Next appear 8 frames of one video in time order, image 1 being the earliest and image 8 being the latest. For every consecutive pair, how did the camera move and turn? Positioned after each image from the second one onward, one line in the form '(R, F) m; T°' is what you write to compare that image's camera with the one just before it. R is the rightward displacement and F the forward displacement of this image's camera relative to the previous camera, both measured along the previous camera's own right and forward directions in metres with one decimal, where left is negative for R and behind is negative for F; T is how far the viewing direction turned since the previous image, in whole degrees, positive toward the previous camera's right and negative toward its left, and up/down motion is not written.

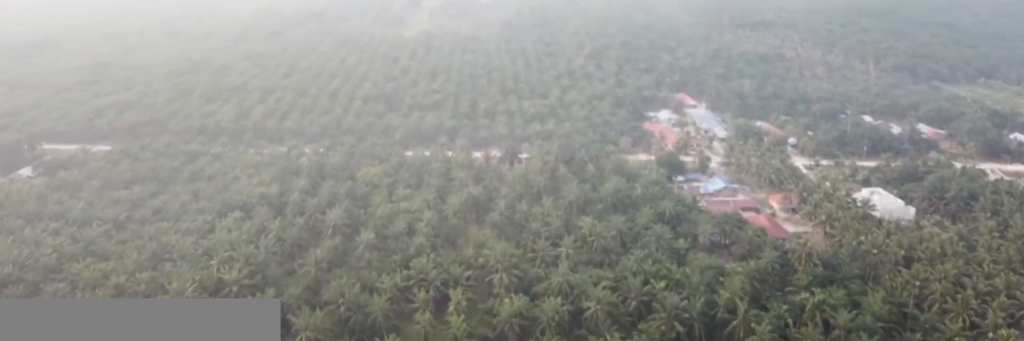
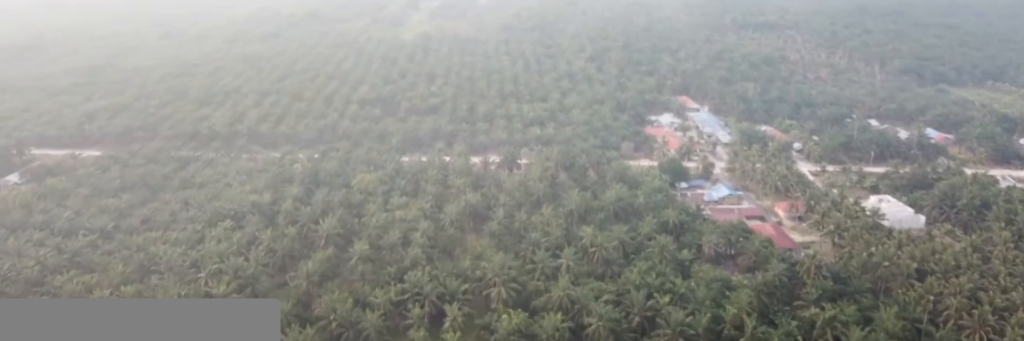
(0.0, +5.5) m; 0°
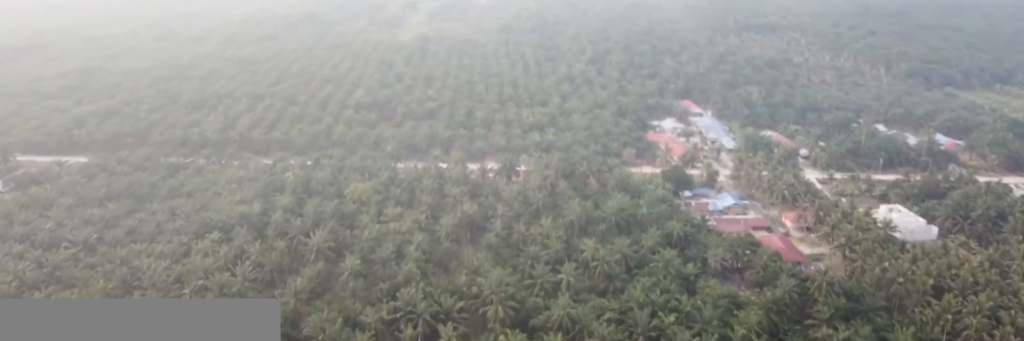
(0.0, +6.3) m; 0°
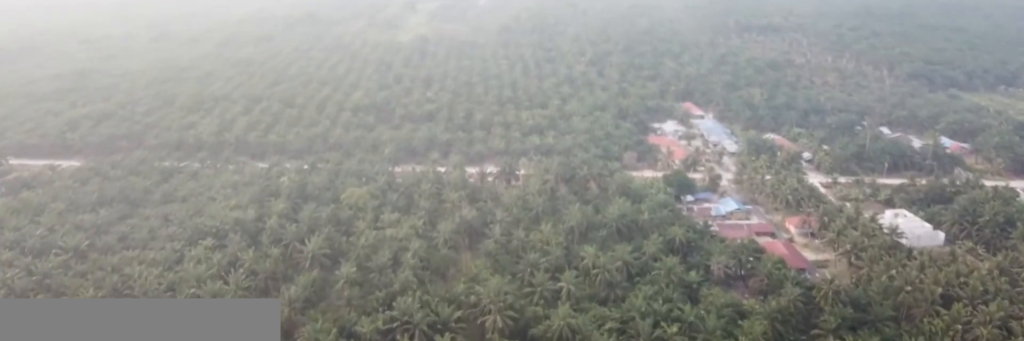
(0.0, +3.4) m; 0°
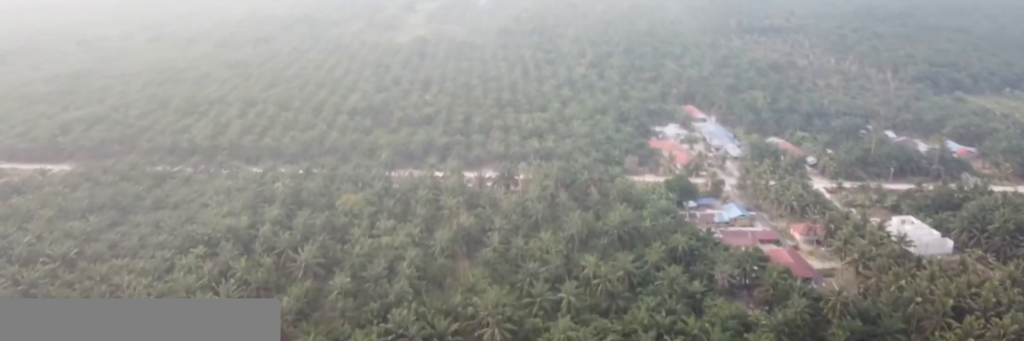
(0.0, +4.1) m; 0°
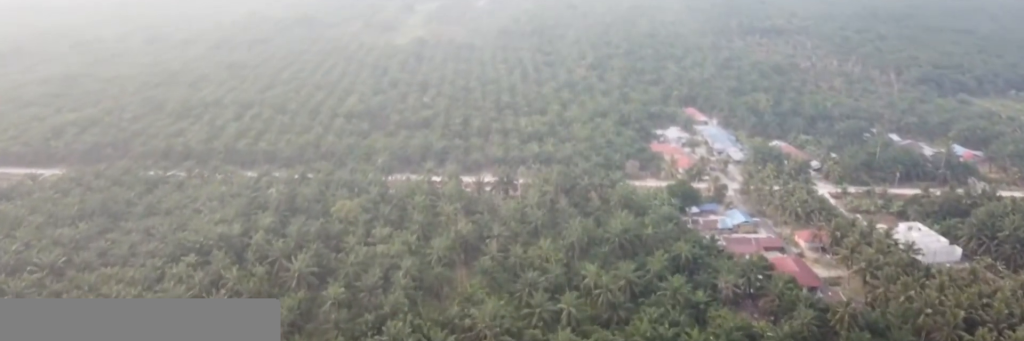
(0.0, +3.6) m; 0°
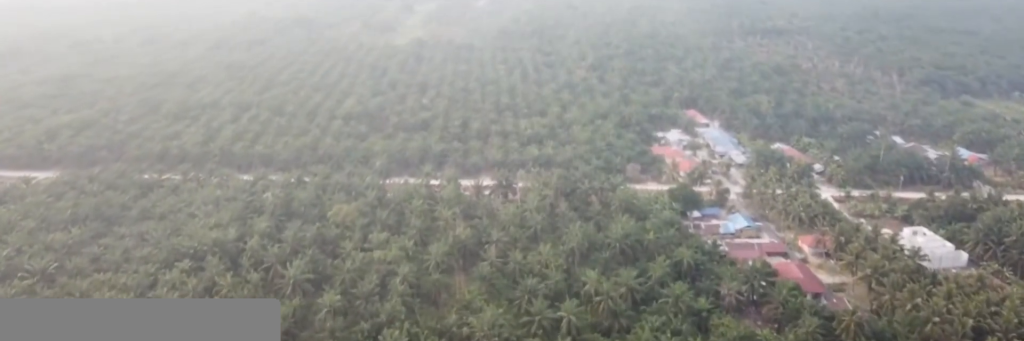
(0.0, +2.7) m; +1°
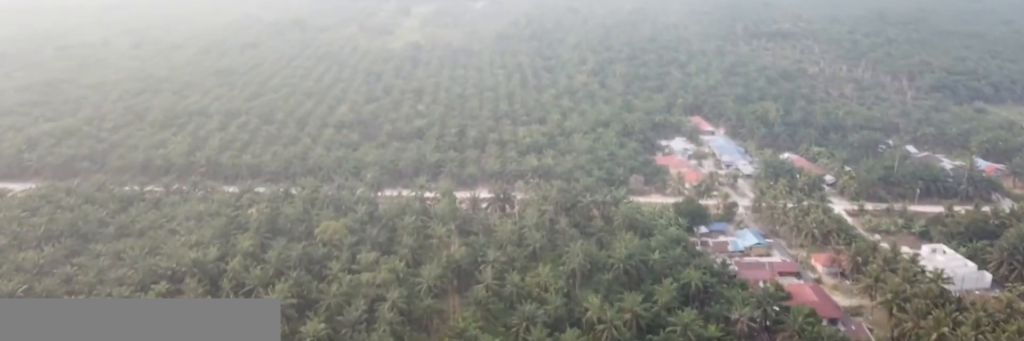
(+0.3, +9.5) m; -1°
